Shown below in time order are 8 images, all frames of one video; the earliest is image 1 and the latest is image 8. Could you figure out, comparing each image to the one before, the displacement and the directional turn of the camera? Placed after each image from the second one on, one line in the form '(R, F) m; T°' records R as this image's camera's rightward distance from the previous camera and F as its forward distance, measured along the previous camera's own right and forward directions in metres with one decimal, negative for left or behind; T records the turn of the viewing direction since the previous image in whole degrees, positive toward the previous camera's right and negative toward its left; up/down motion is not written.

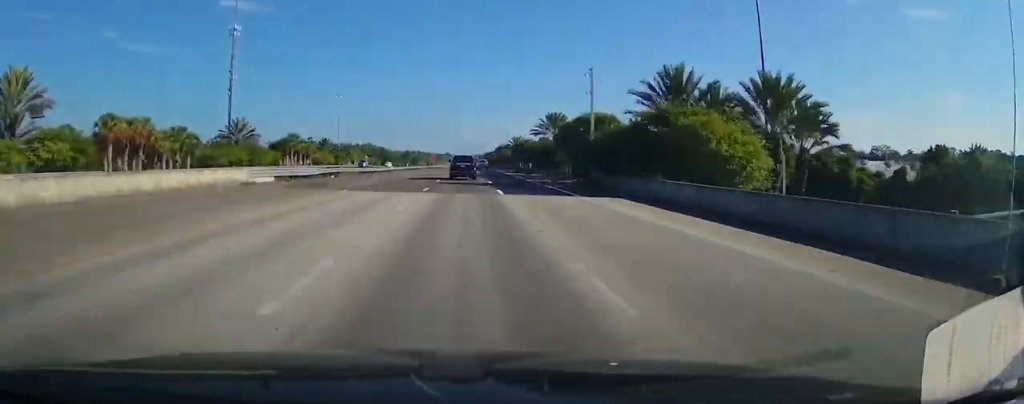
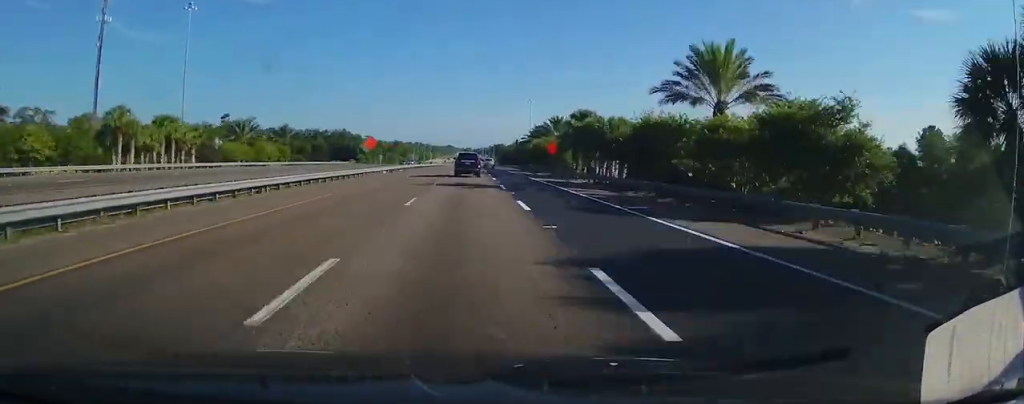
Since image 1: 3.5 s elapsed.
(+0.5, +120.9) m; 0°
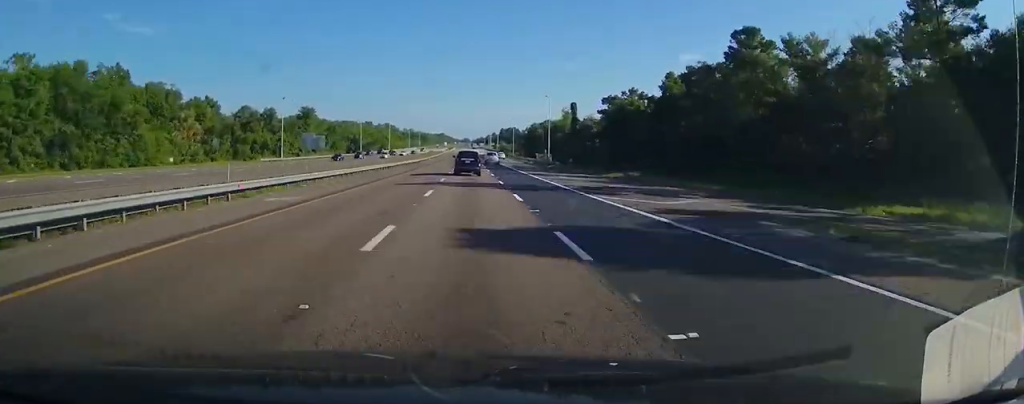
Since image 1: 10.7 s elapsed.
(-2.2, +253.9) m; 0°
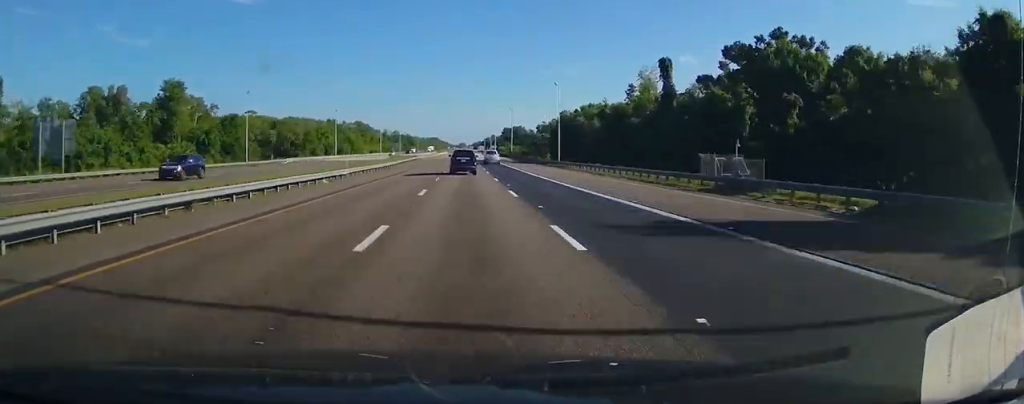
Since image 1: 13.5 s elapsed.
(+0.6, +99.0) m; 0°
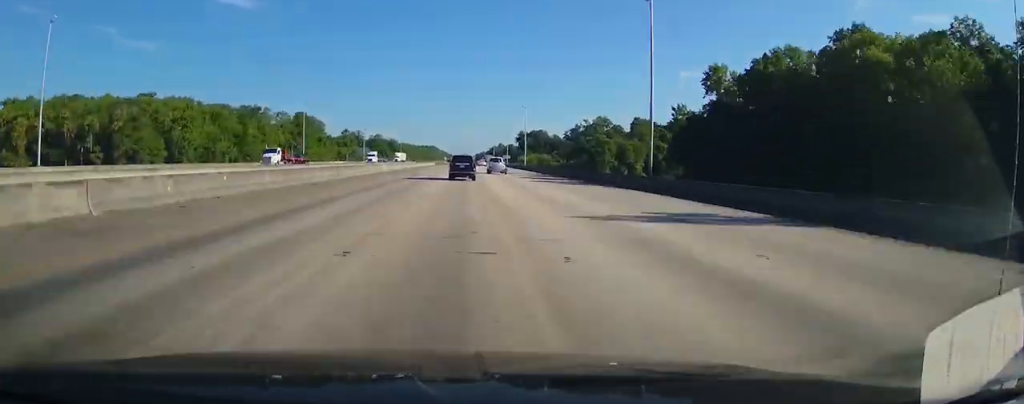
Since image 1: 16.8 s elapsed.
(+0.3, +118.3) m; 0°
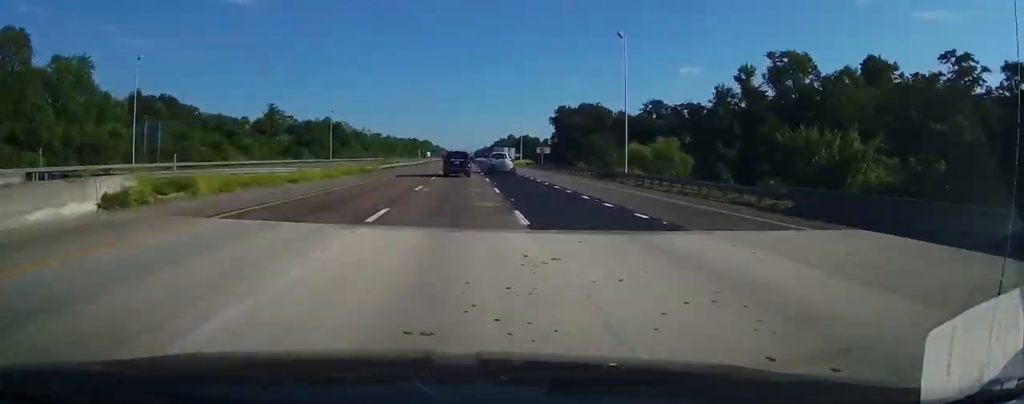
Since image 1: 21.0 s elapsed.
(-0.6, +146.4) m; 0°
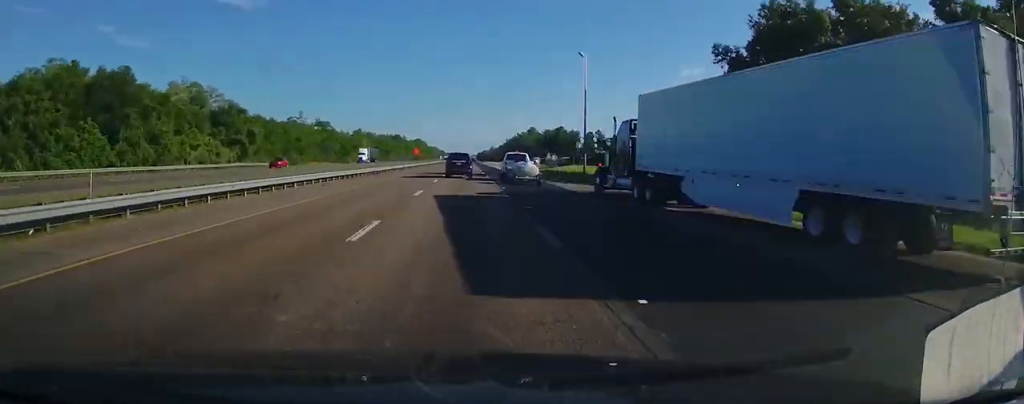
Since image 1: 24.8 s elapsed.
(+0.2, +138.5) m; 0°
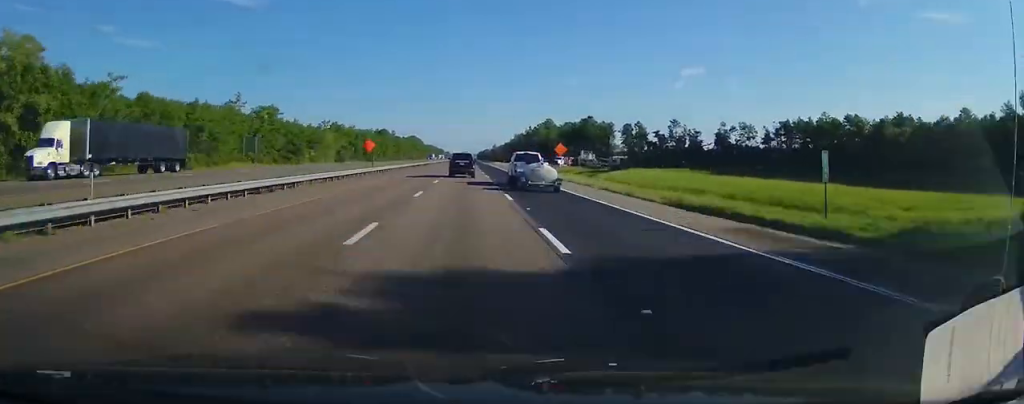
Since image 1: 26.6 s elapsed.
(+0.1, +63.7) m; 0°
